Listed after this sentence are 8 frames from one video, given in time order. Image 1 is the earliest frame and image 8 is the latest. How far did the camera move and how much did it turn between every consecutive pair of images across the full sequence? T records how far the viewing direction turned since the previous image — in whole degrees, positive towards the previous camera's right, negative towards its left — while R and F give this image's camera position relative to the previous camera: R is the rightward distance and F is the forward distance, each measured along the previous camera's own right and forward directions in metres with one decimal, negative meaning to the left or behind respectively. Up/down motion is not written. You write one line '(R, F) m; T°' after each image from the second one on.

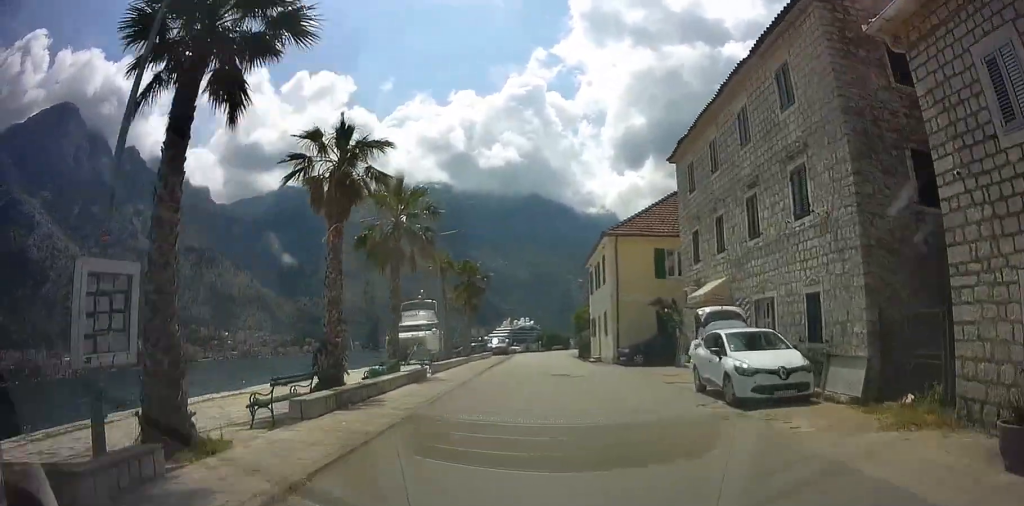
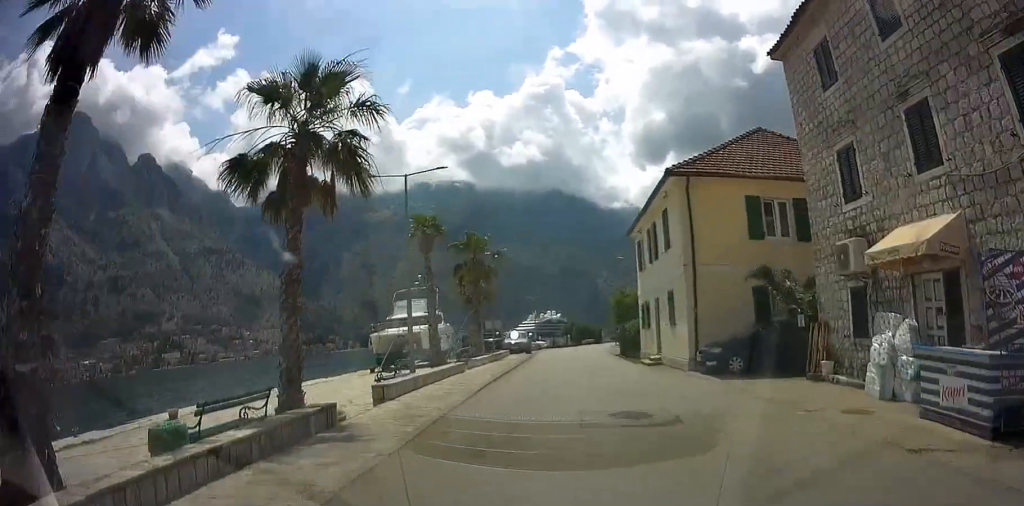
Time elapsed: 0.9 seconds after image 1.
(-0.7, +10.0) m; -2°
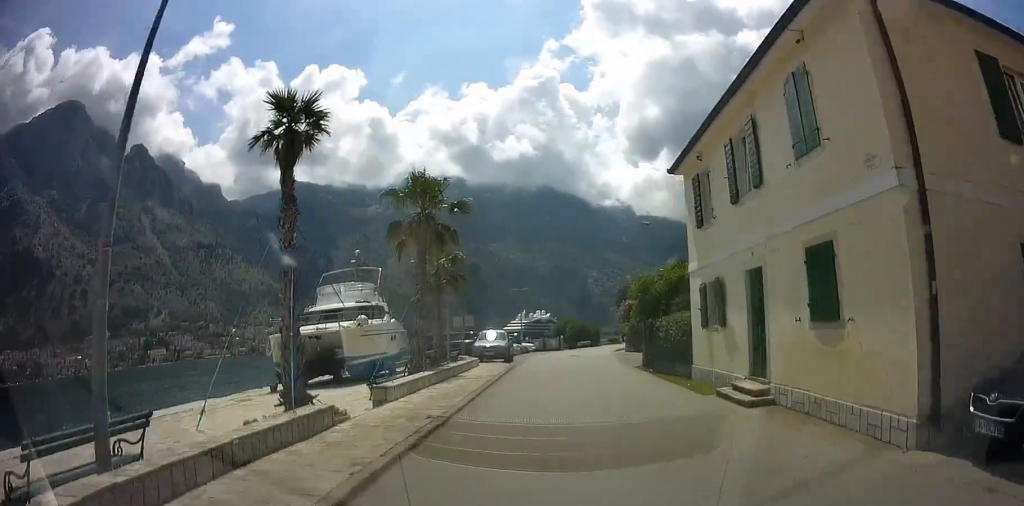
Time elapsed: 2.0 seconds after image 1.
(+0.3, +11.8) m; +2°
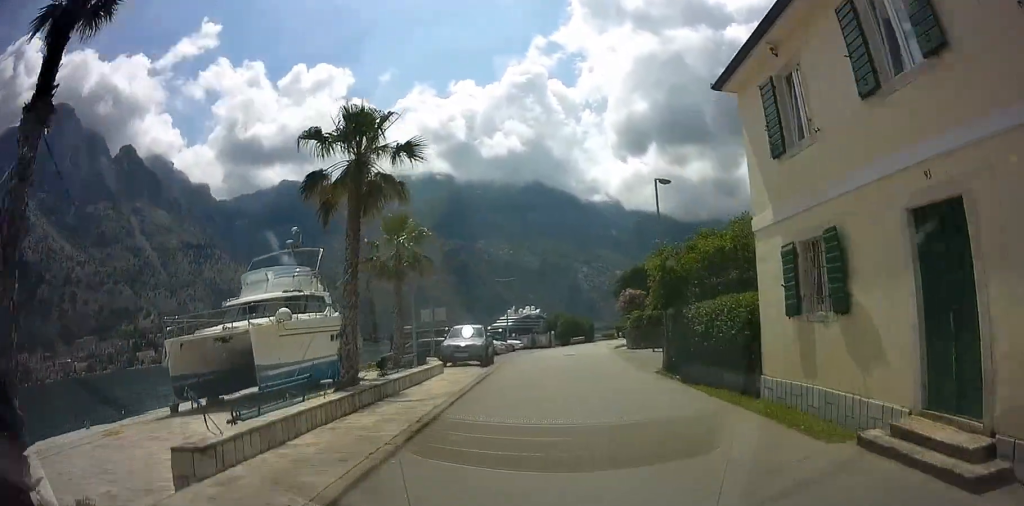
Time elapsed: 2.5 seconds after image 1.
(0.0, +6.8) m; 0°
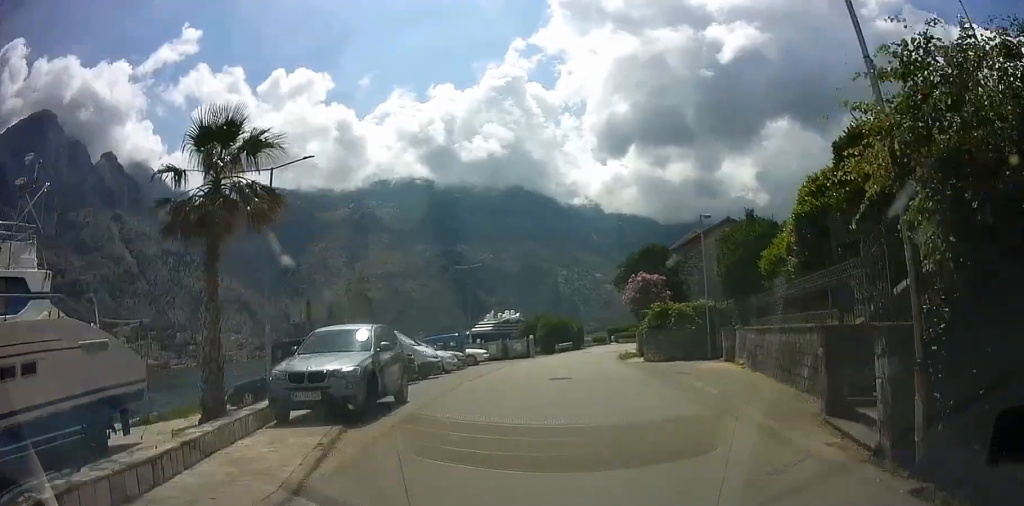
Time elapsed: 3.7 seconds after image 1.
(0.0, +14.7) m; +1°
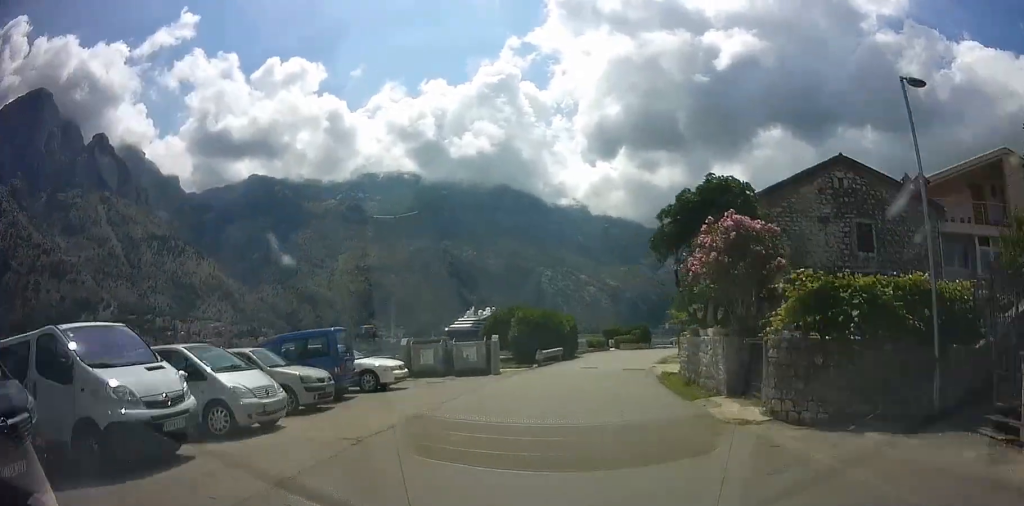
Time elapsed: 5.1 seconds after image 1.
(+0.4, +17.0) m; +2°
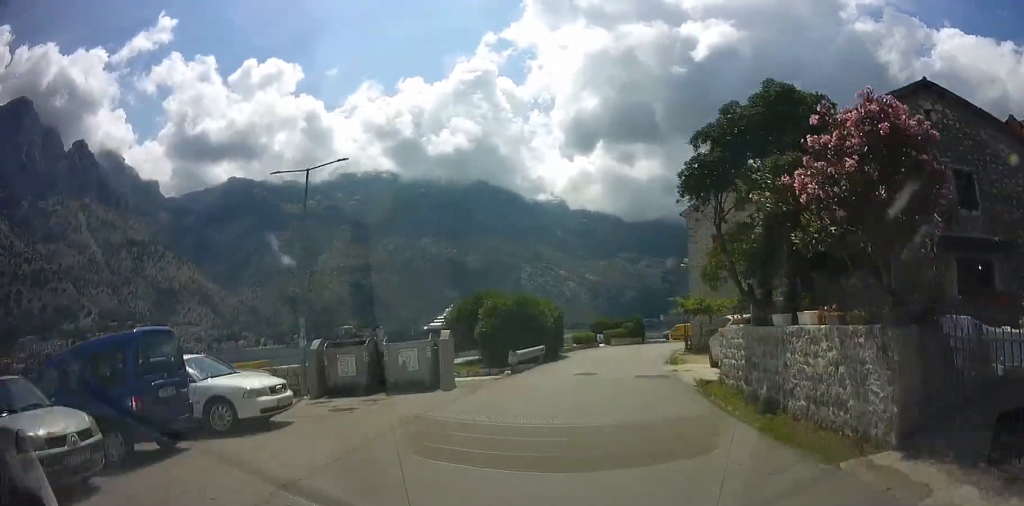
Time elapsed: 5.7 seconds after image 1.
(0.0, +7.4) m; +1°
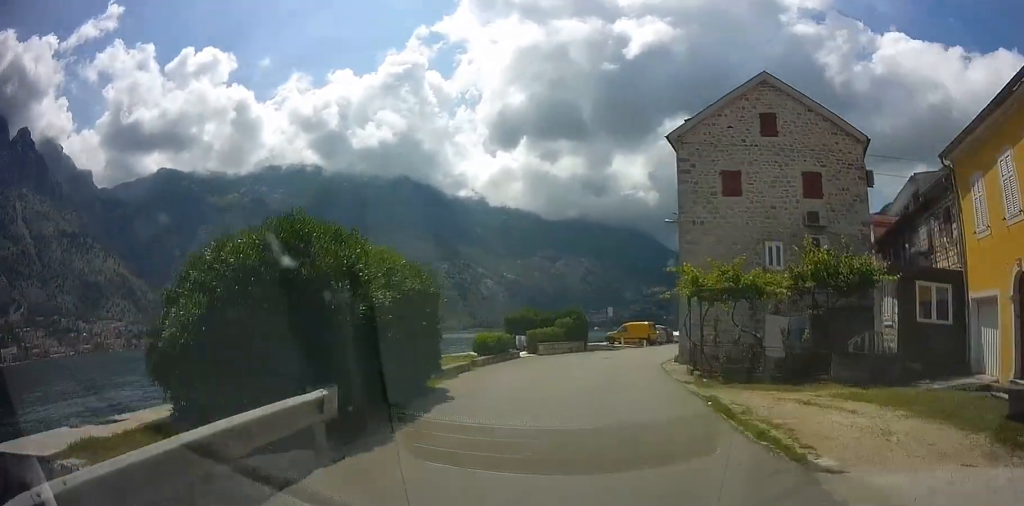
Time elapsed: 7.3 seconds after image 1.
(+1.1, +18.0) m; +6°
